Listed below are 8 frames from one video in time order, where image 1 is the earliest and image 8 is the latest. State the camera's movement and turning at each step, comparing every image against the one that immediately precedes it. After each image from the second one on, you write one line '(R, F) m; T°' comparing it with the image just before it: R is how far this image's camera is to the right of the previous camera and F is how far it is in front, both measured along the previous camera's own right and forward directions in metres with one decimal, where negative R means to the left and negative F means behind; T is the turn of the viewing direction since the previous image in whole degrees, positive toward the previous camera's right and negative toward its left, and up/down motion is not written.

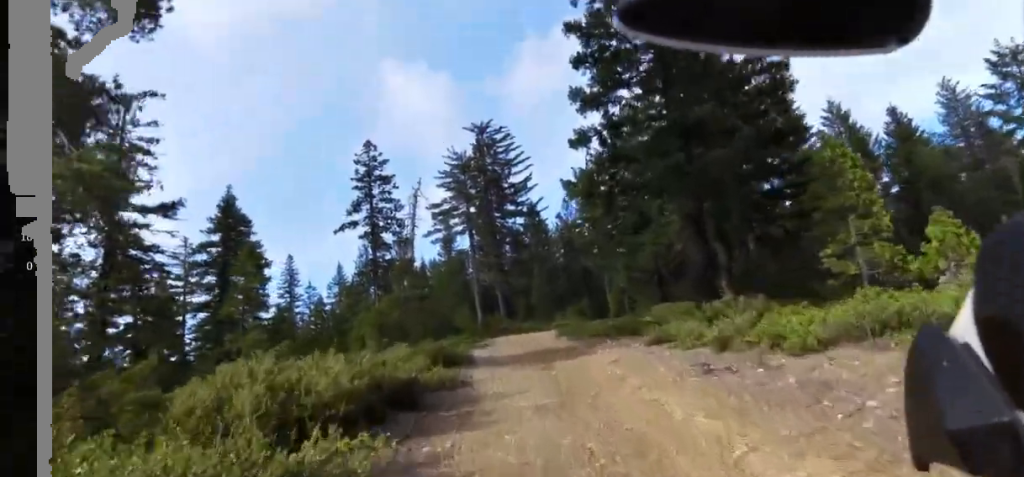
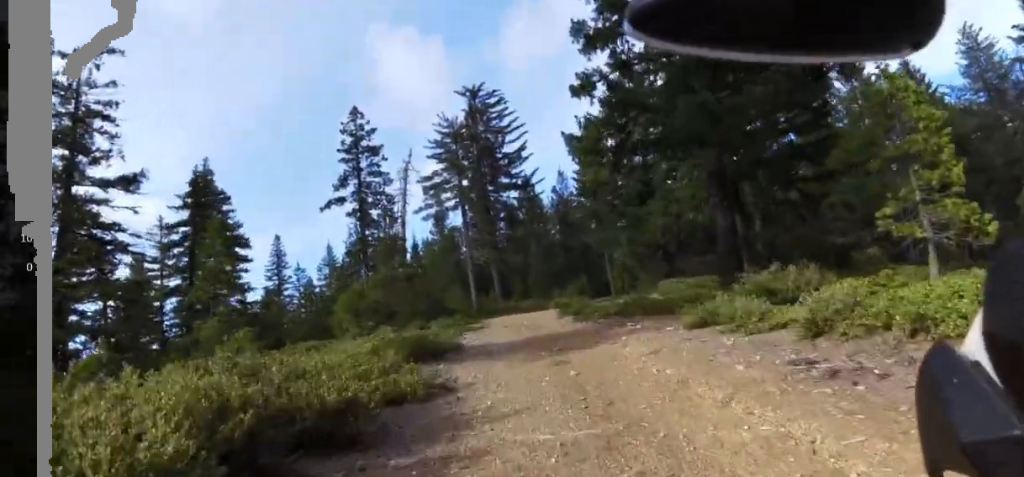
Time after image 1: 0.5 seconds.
(0.0, +3.0) m; +3°
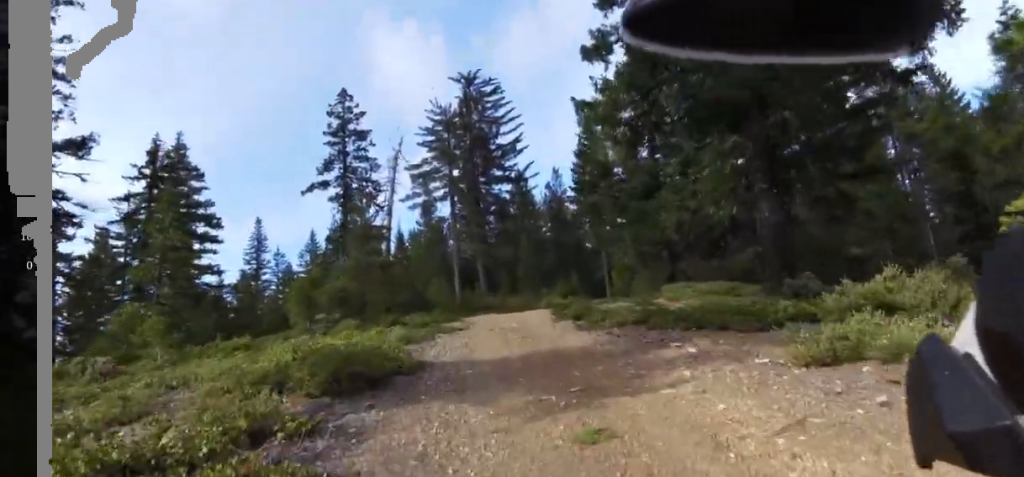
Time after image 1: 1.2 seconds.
(-0.2, +4.0) m; +6°
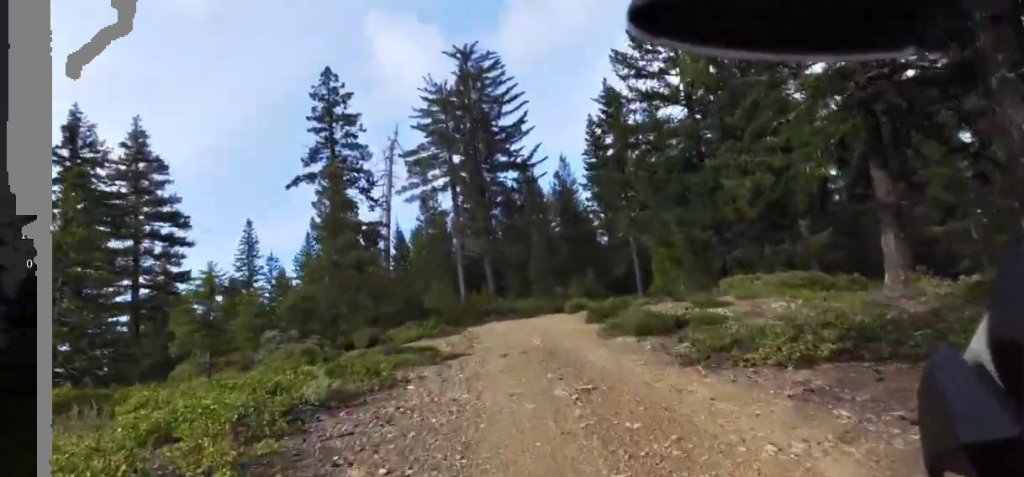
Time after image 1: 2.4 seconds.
(+0.8, +6.7) m; -1°
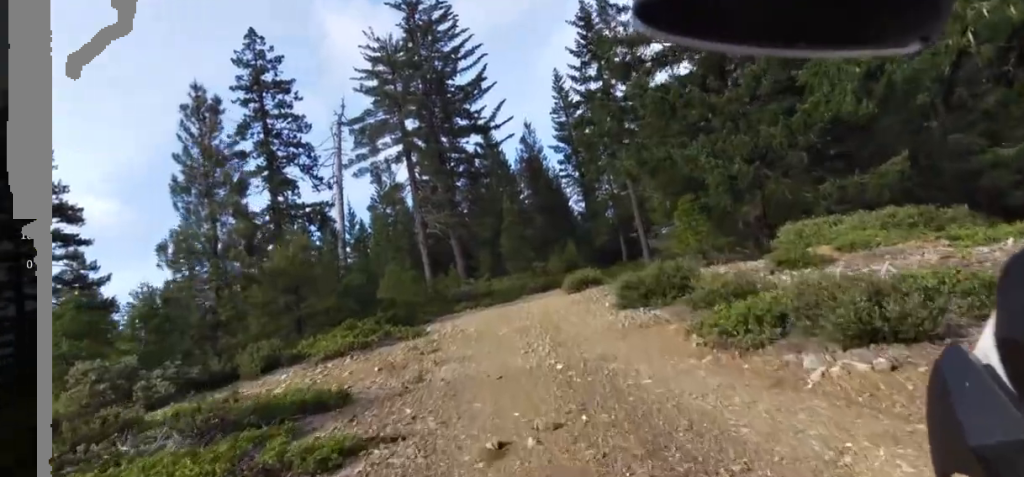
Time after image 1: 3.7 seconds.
(-0.9, +7.5) m; 0°
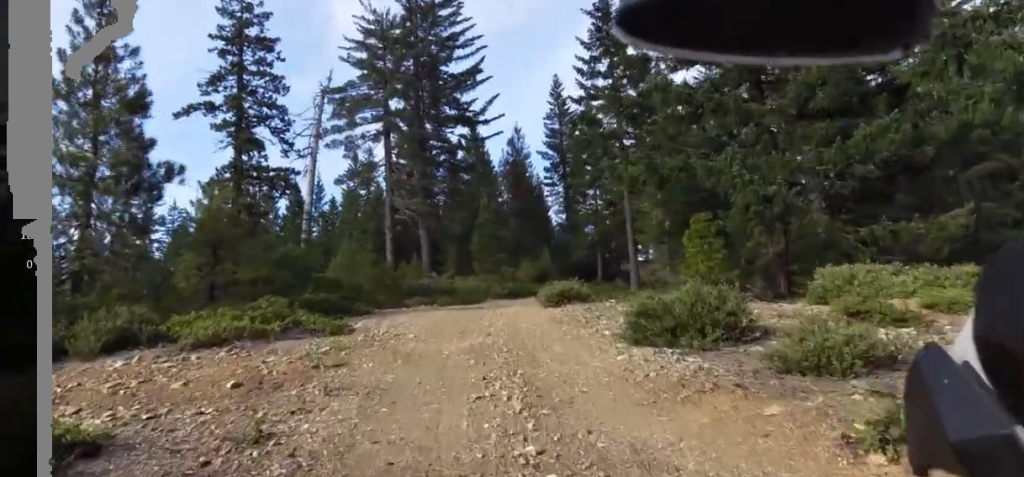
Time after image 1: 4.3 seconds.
(0.0, +4.1) m; +9°
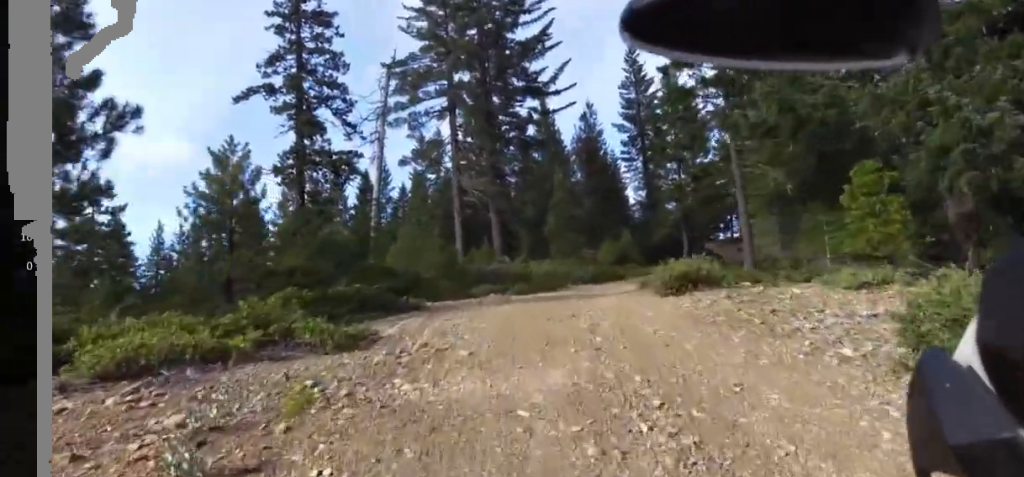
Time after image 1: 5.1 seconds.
(+1.1, +4.8) m; +8°
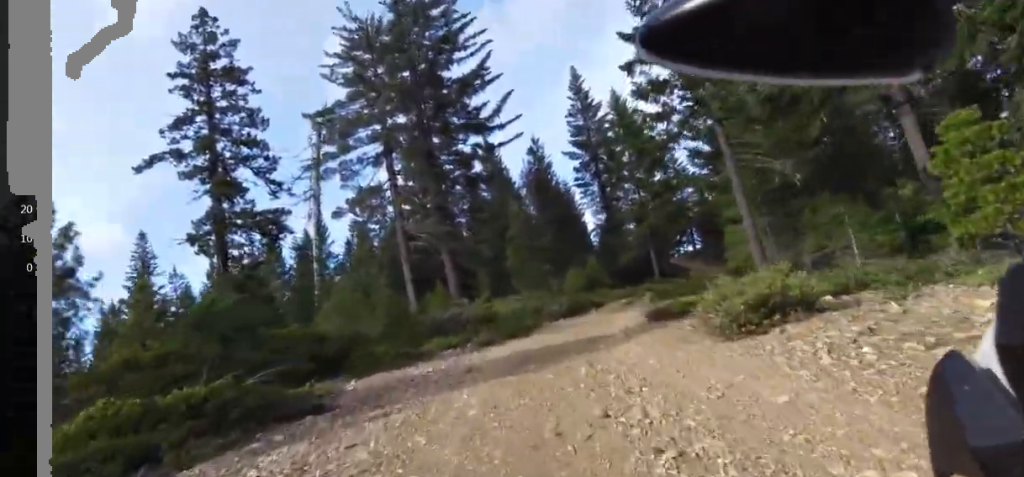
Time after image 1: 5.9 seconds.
(-0.2, +5.1) m; -2°
